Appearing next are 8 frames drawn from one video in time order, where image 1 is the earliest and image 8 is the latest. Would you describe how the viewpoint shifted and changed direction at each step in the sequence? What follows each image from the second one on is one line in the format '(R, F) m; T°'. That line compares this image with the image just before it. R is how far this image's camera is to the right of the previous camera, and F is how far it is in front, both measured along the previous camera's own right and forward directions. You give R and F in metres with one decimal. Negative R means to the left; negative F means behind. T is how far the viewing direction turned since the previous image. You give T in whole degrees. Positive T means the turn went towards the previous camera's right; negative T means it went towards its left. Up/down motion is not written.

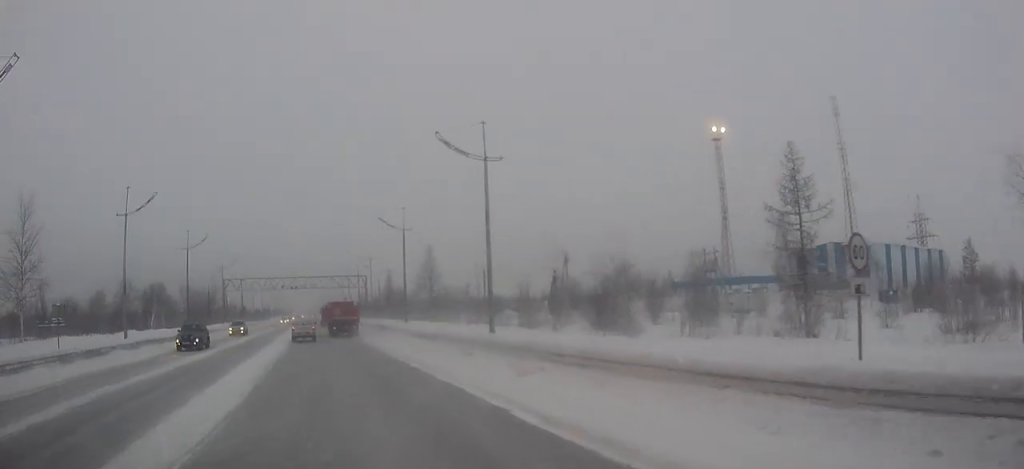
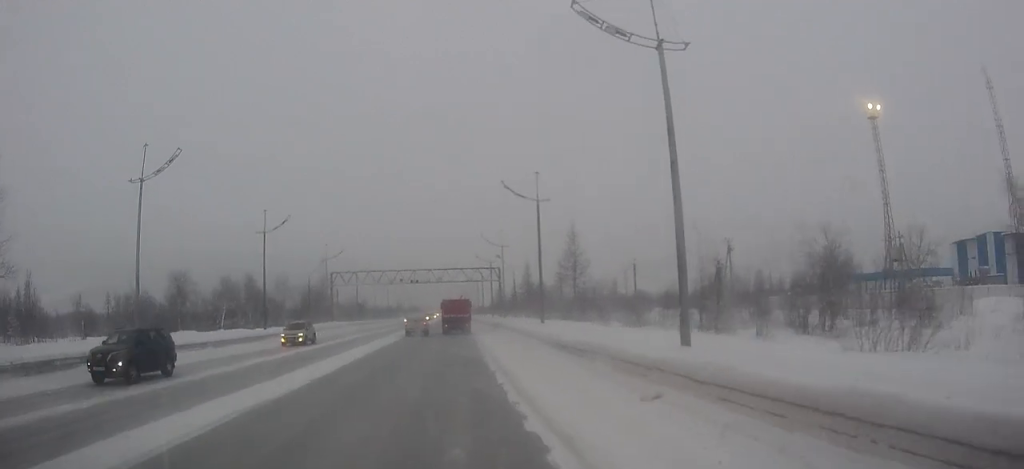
(-1.3, +13.3) m; -9°
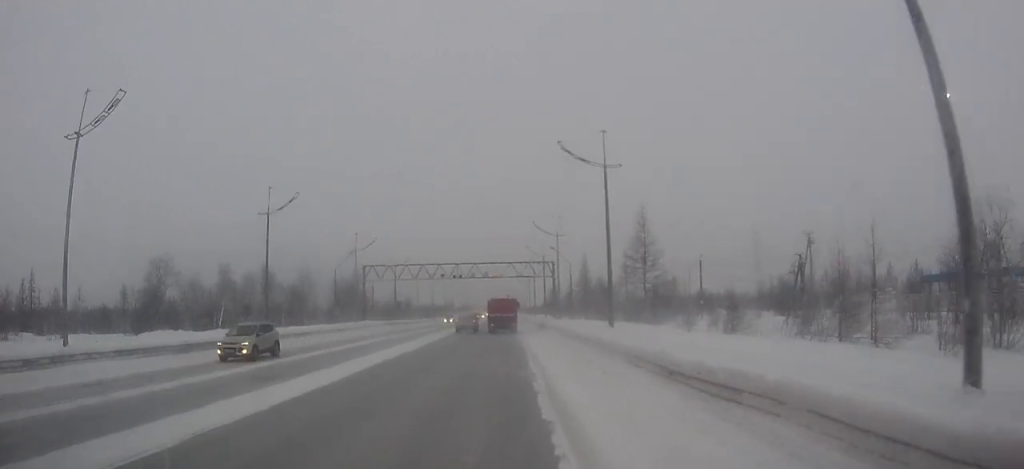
(-0.3, +9.9) m; -3°
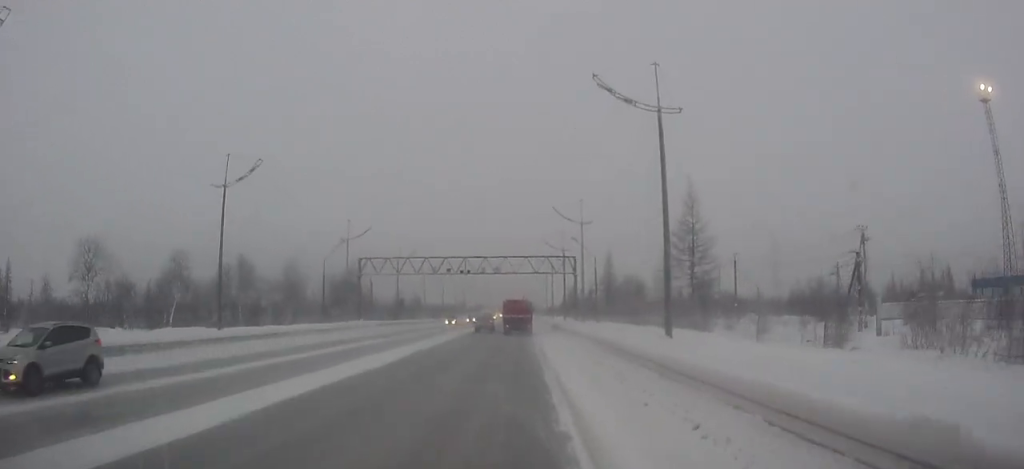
(-0.1, +9.7) m; -1°
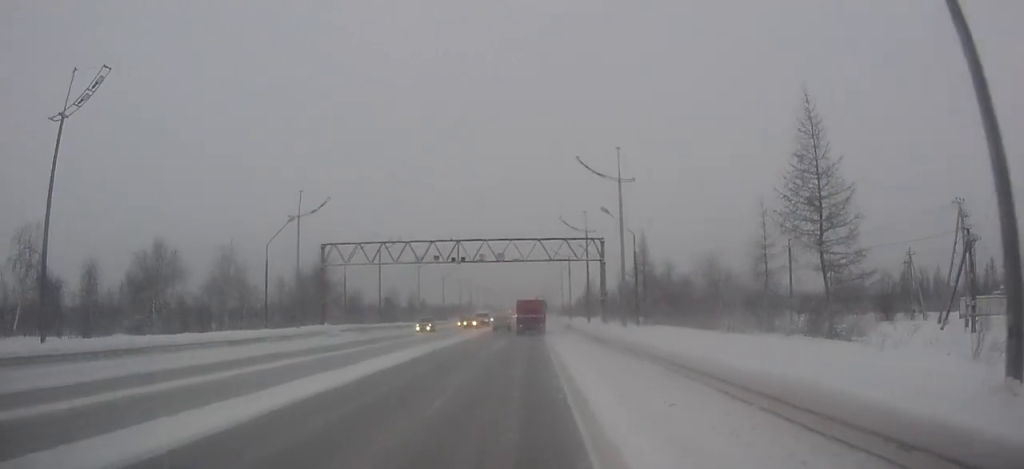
(-0.1, +16.5) m; 0°
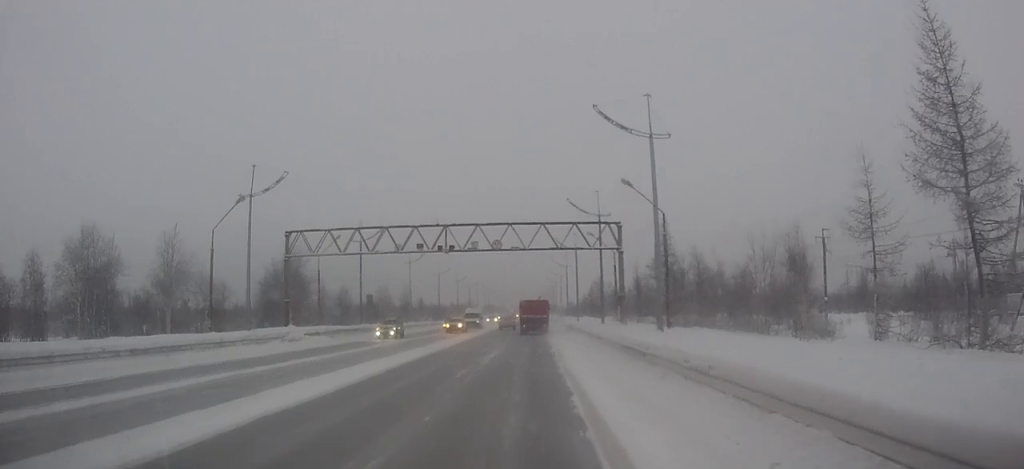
(0.0, +8.9) m; 0°
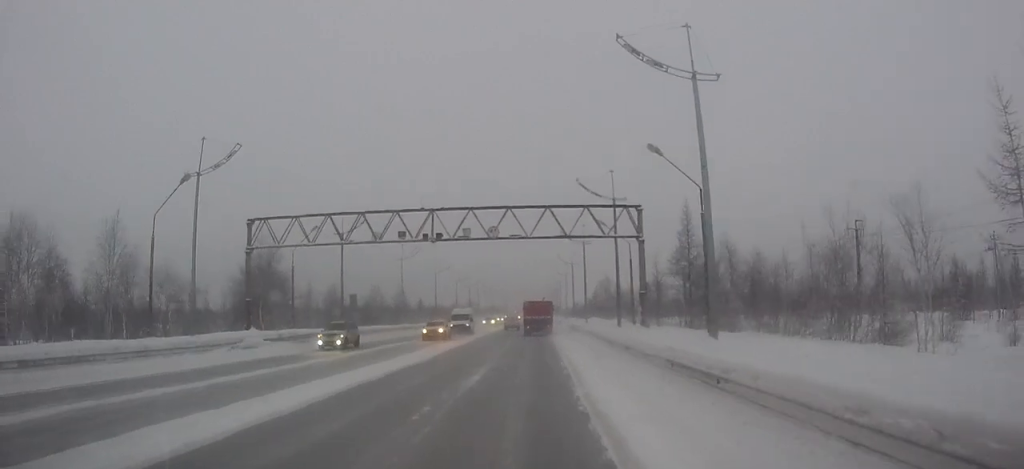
(0.0, +7.1) m; 0°
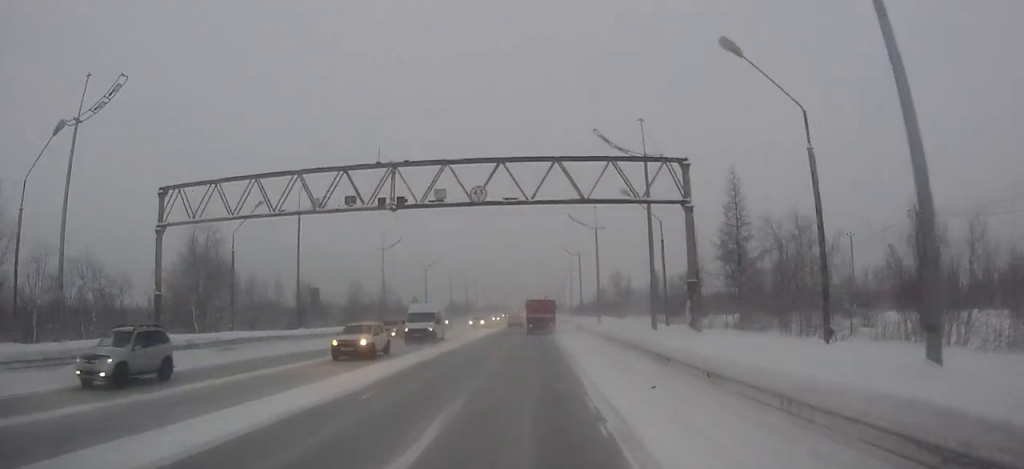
(0.0, +11.0) m; 0°
